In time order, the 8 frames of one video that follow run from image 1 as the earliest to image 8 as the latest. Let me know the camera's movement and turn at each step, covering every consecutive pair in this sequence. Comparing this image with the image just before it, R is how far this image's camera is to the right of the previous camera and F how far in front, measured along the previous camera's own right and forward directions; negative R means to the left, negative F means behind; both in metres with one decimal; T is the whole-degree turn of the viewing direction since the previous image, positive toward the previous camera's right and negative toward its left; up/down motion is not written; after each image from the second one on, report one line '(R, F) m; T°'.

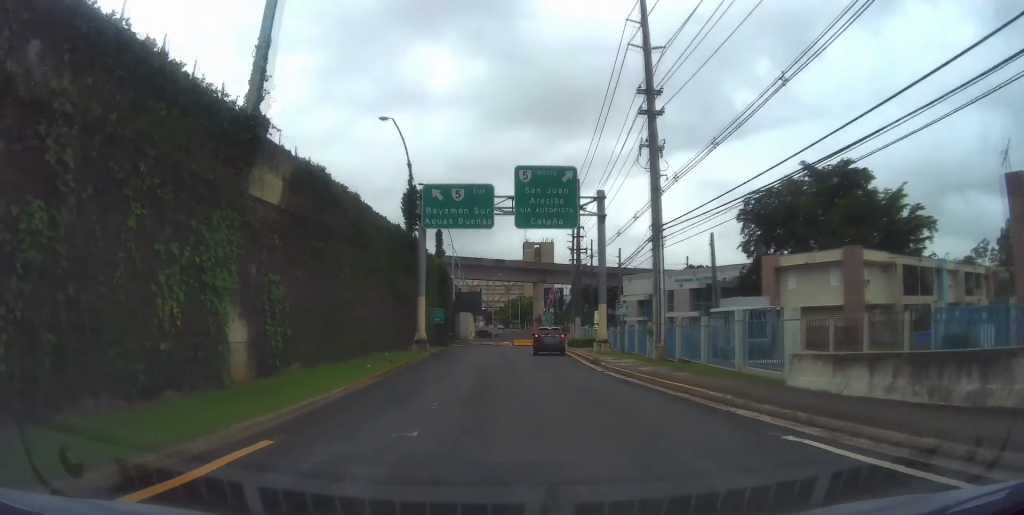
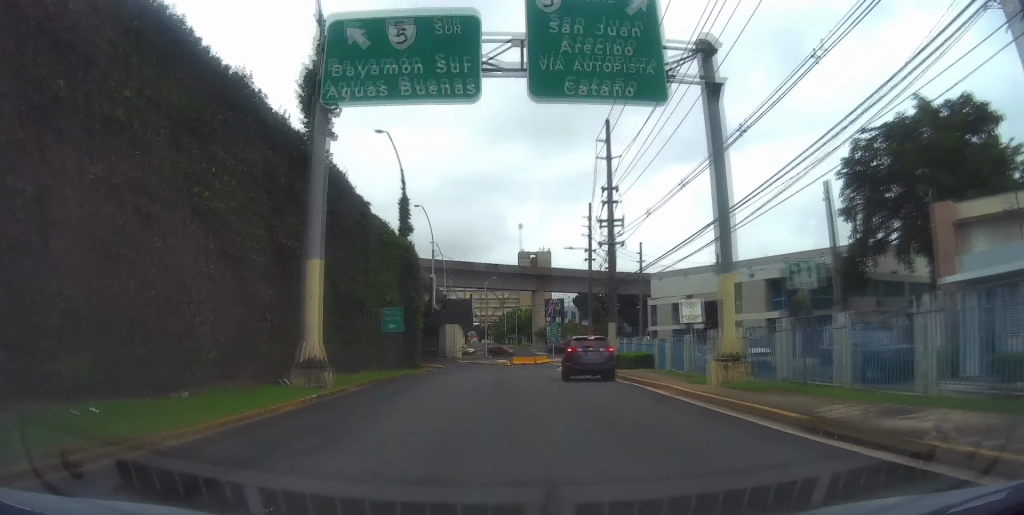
(+0.1, +22.3) m; 0°
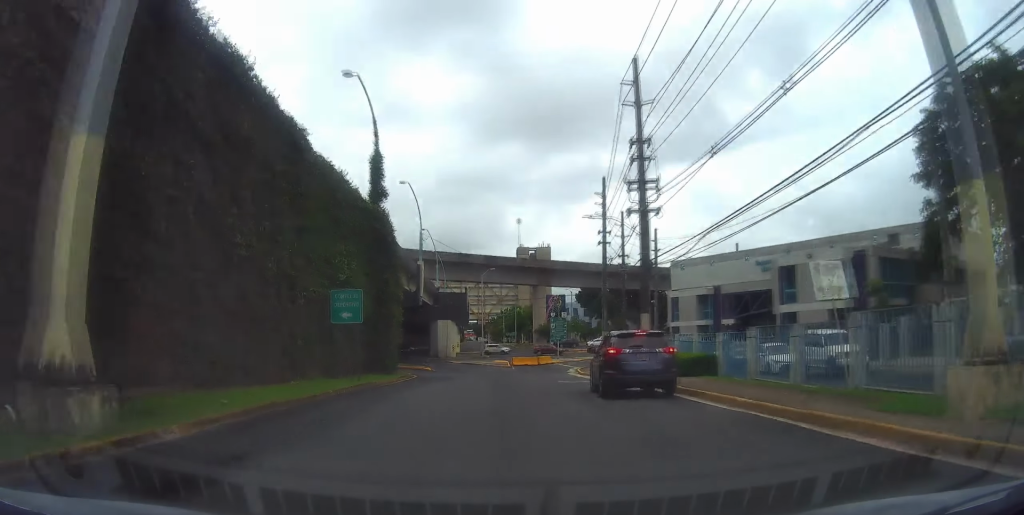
(0.0, +10.4) m; 0°
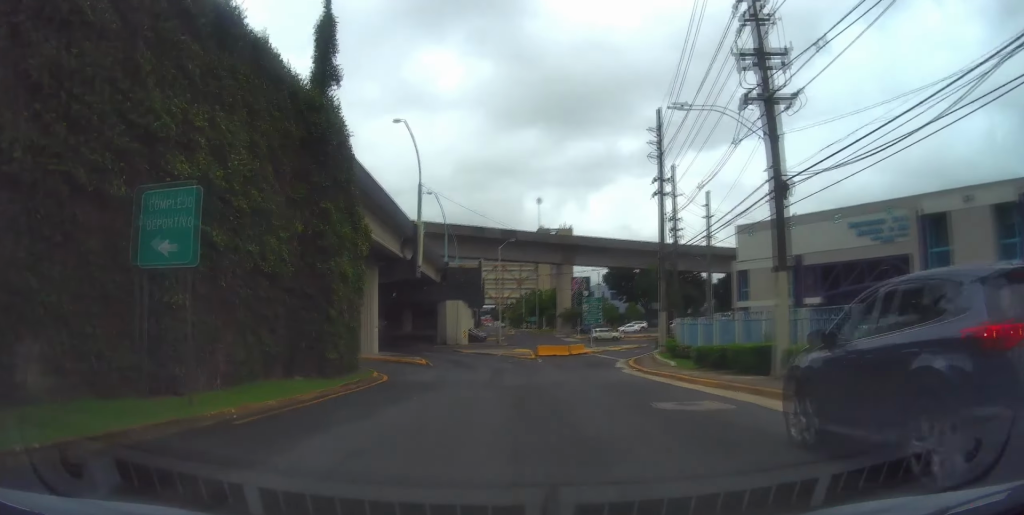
(0.0, +15.2) m; 0°
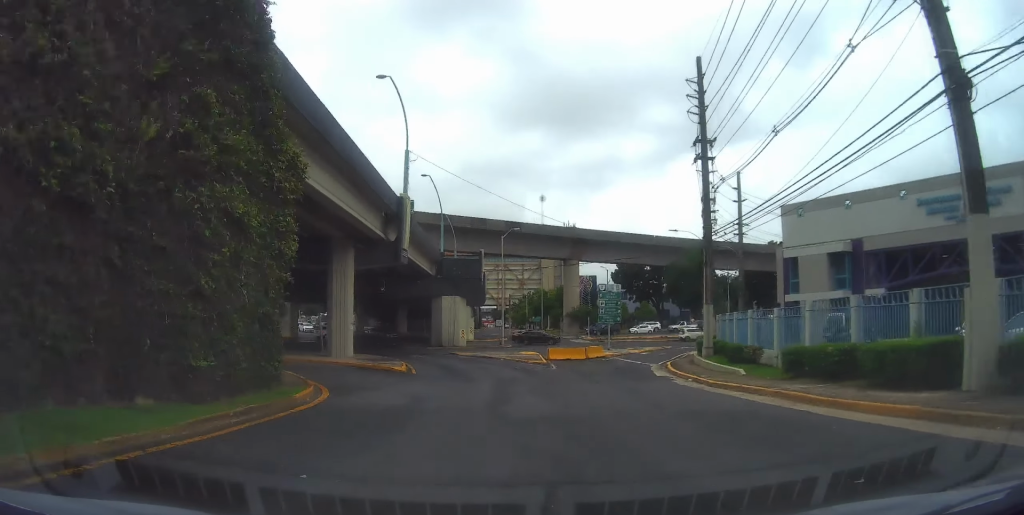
(0.0, +9.2) m; -1°
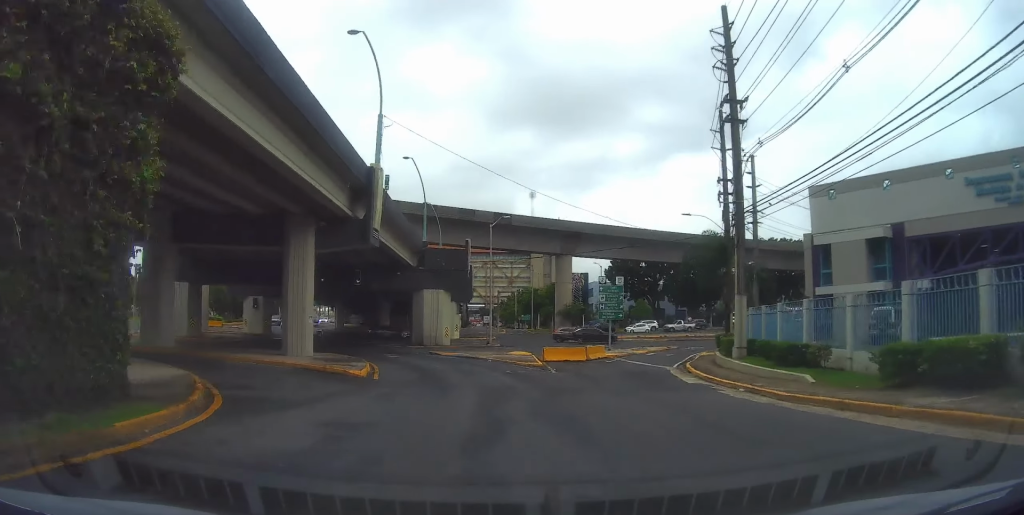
(-0.1, +6.4) m; -1°
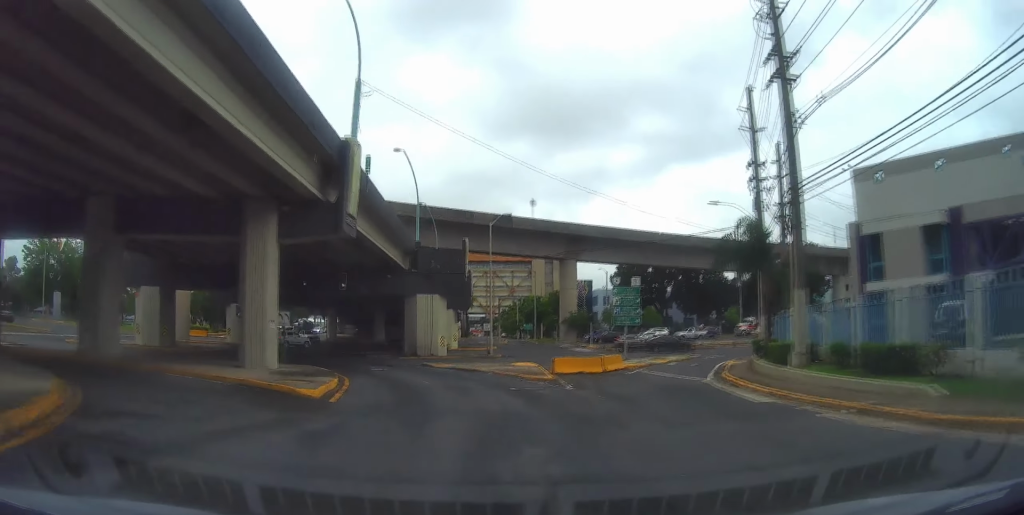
(0.0, +5.9) m; 0°
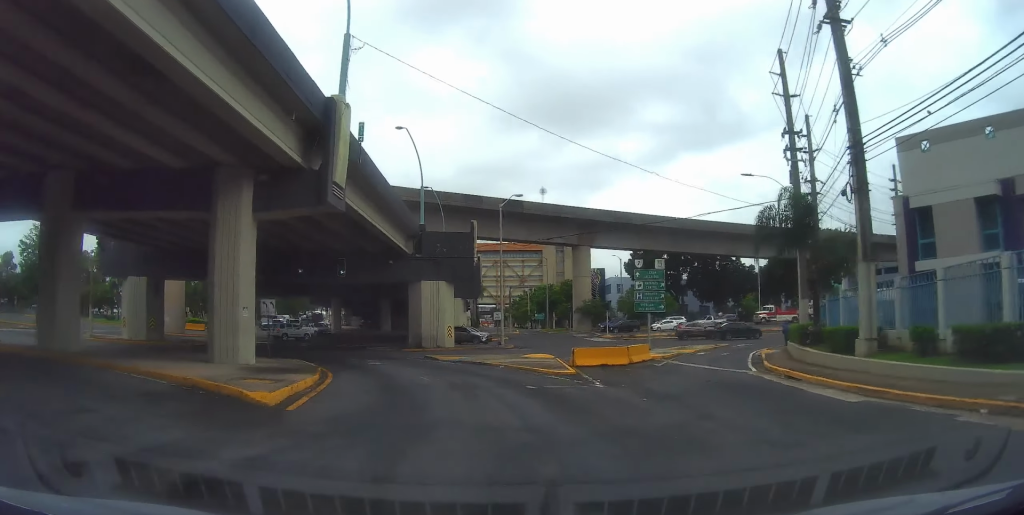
(0.0, +4.0) m; 0°
